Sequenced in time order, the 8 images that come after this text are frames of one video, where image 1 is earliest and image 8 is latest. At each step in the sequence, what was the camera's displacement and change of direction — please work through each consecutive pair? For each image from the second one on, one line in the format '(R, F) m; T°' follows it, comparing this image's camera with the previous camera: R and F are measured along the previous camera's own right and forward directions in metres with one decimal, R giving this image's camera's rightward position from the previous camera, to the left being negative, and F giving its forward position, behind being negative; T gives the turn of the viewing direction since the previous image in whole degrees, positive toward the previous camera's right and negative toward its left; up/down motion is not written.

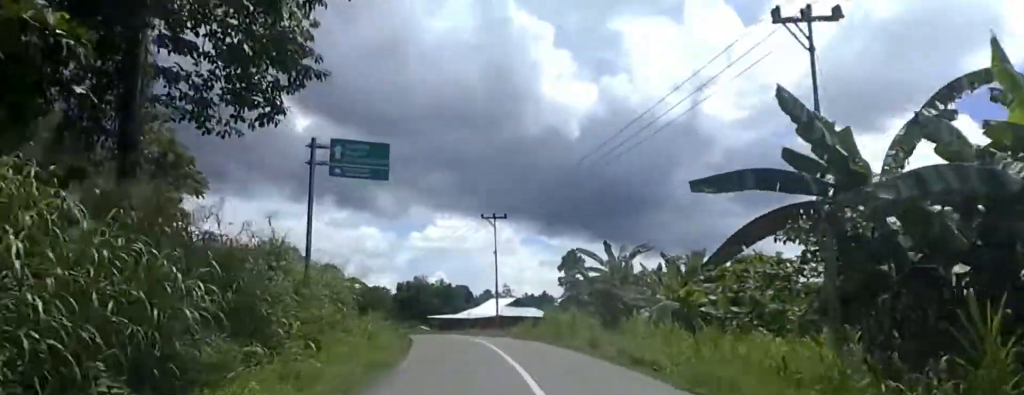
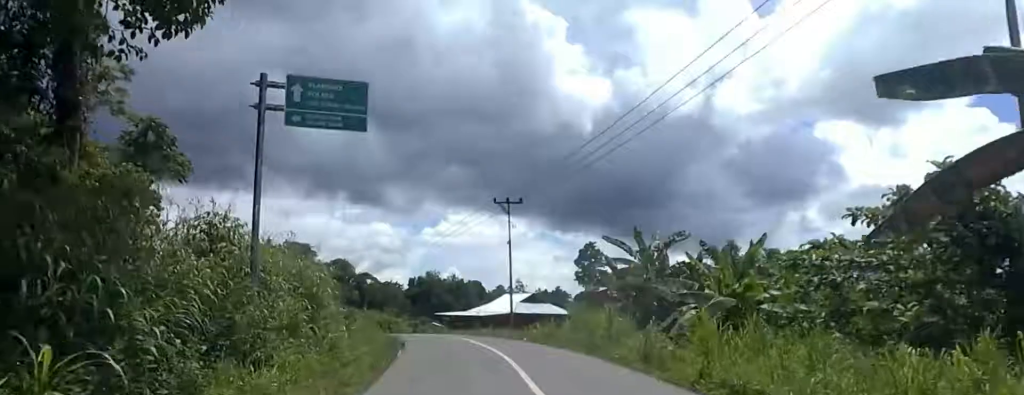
(-0.5, +5.0) m; 0°
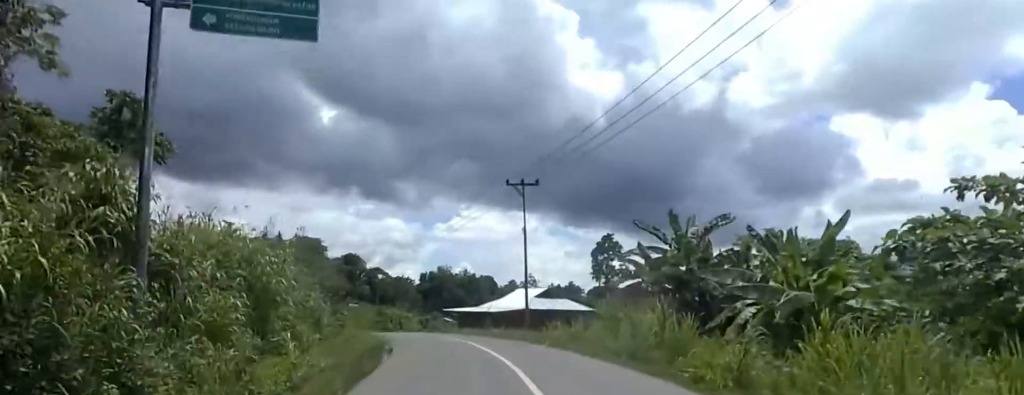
(-0.6, +4.7) m; 0°
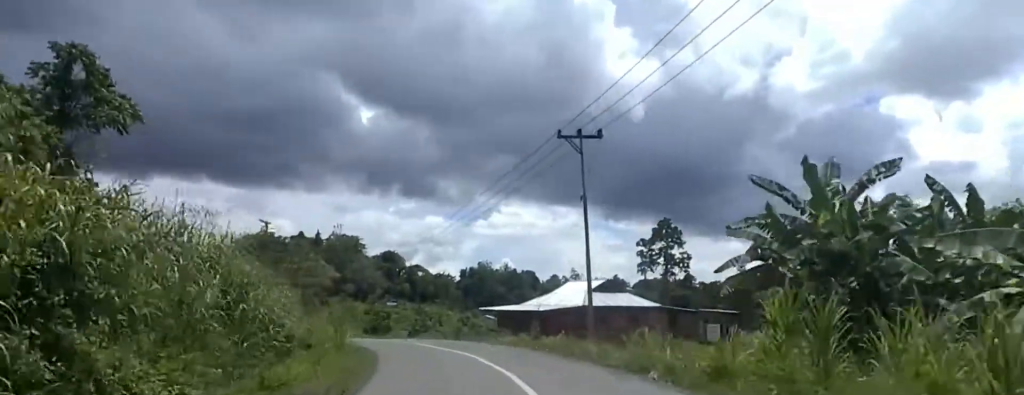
(+0.7, +9.2) m; 0°
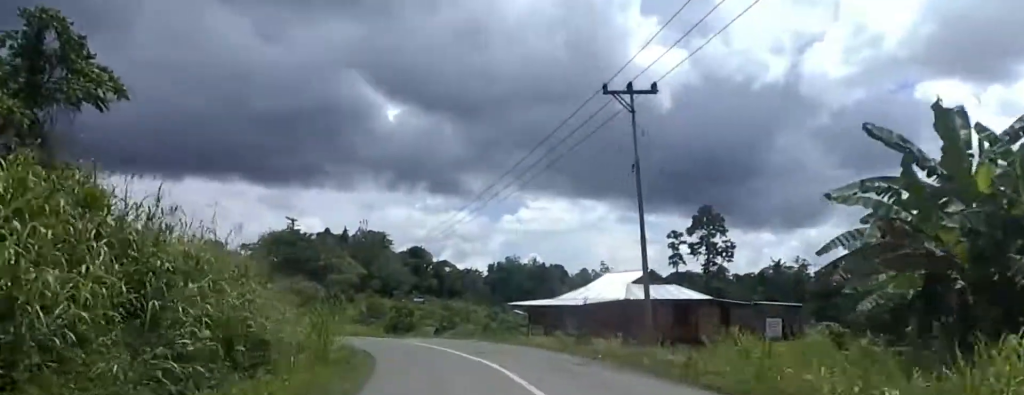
(+0.2, +4.6) m; -2°
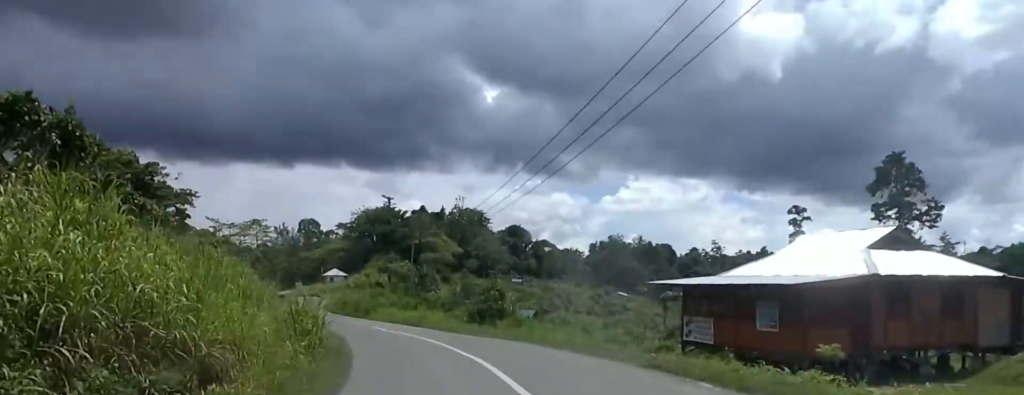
(-2.7, +15.5) m; -14°
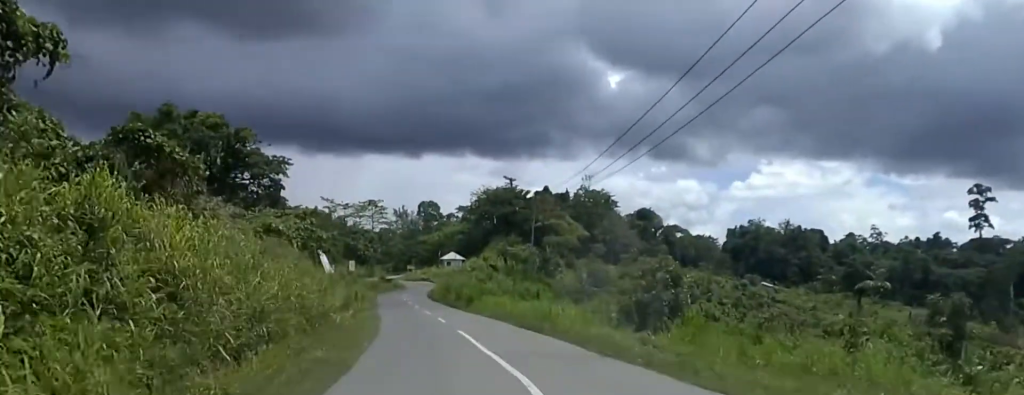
(-0.9, +16.4) m; -9°
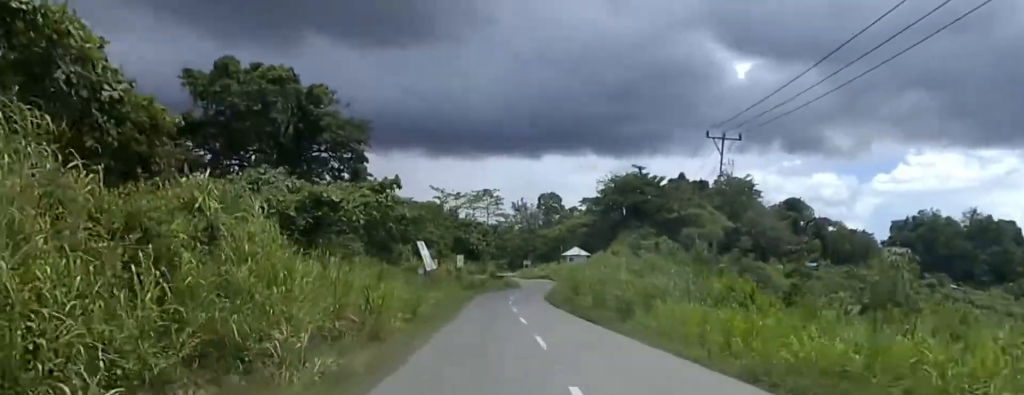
(-2.7, +19.4) m; -10°
